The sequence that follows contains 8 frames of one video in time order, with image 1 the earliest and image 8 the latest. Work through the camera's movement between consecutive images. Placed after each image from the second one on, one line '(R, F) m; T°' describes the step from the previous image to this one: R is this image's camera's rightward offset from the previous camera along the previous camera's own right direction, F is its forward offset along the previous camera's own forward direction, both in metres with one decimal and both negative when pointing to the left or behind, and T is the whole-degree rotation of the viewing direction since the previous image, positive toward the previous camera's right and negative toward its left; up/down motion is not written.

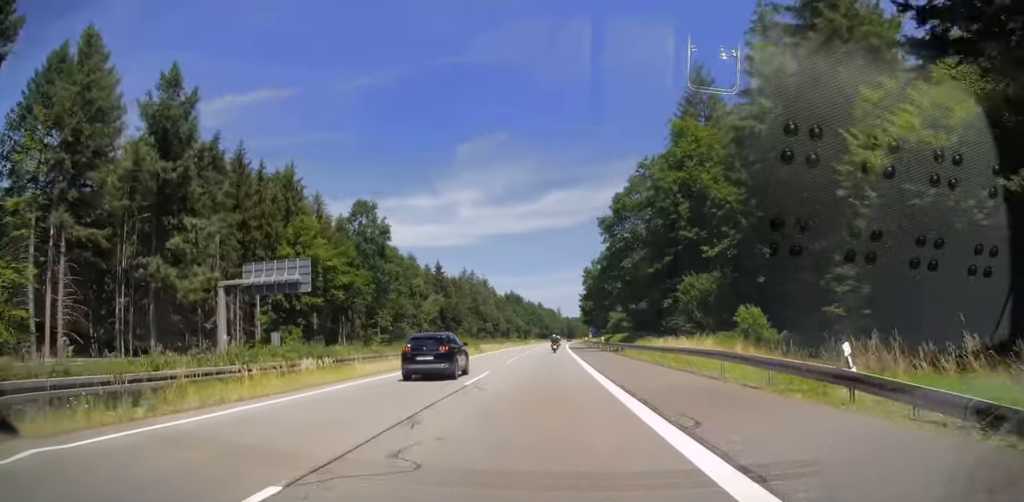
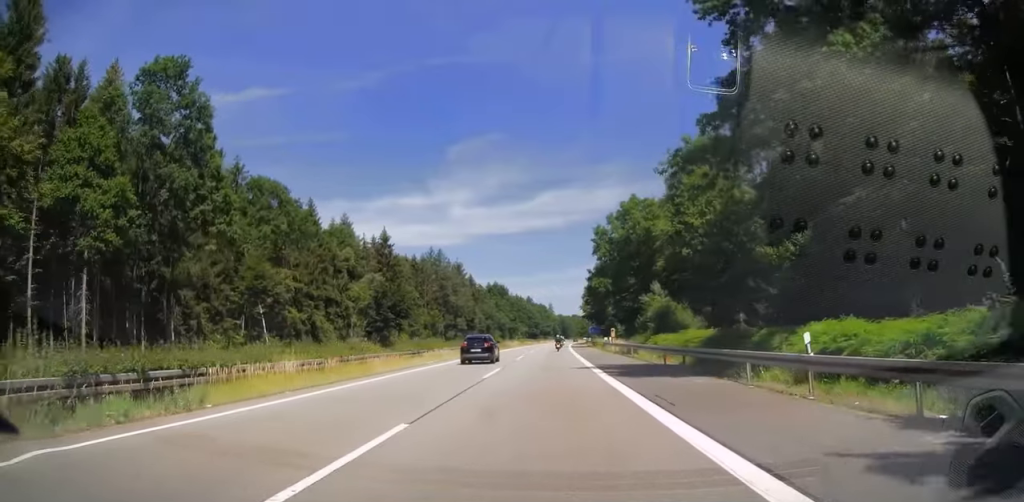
(+0.3, +49.8) m; 0°
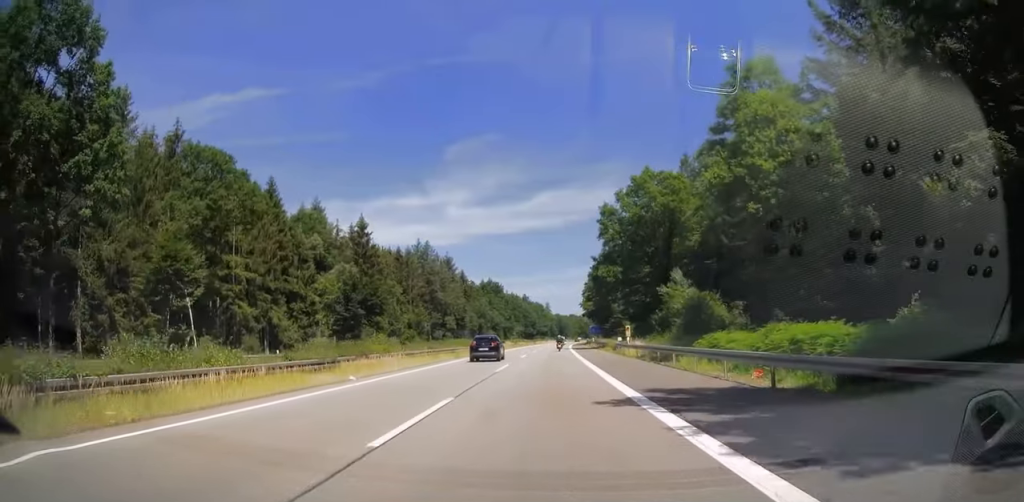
(-0.1, +13.9) m; 0°
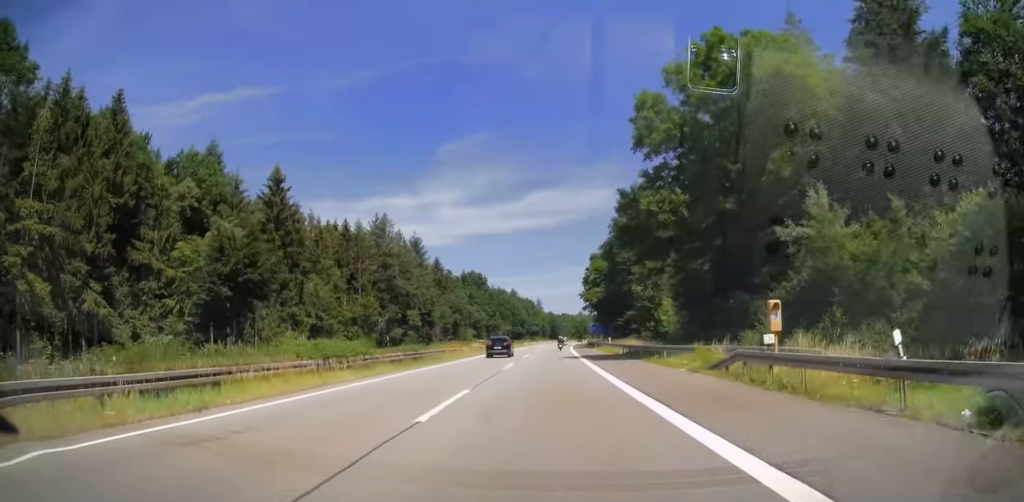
(+0.3, +33.8) m; +1°
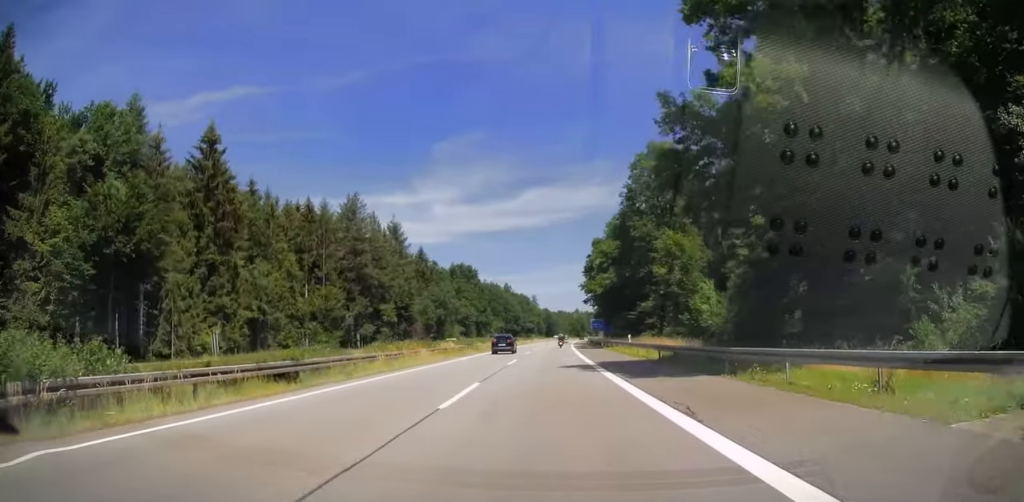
(+0.1, +16.4) m; 0°
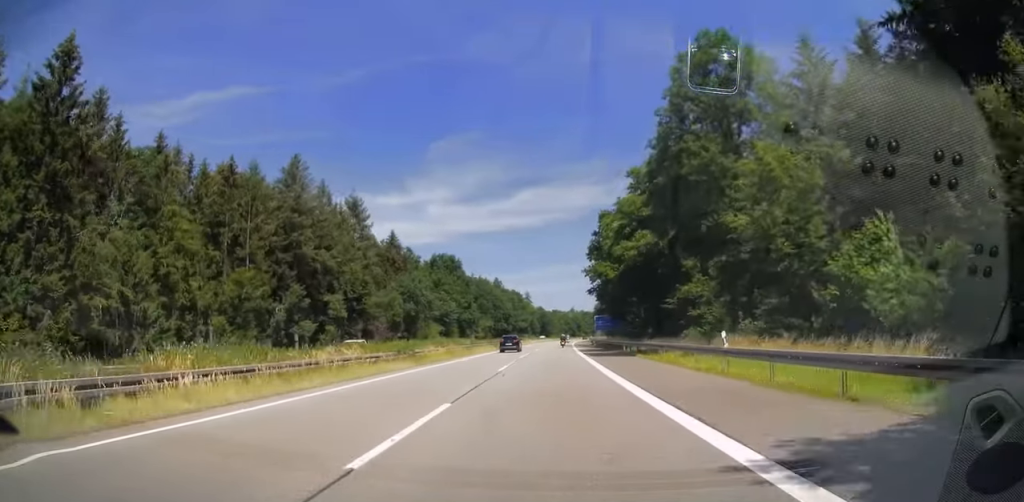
(+0.1, +23.9) m; 0°
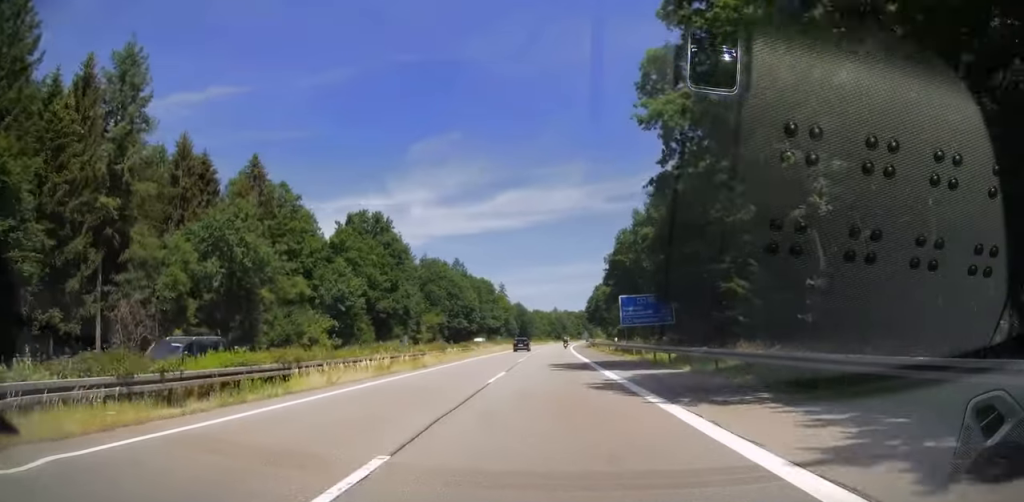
(+1.1, +59.7) m; +2°
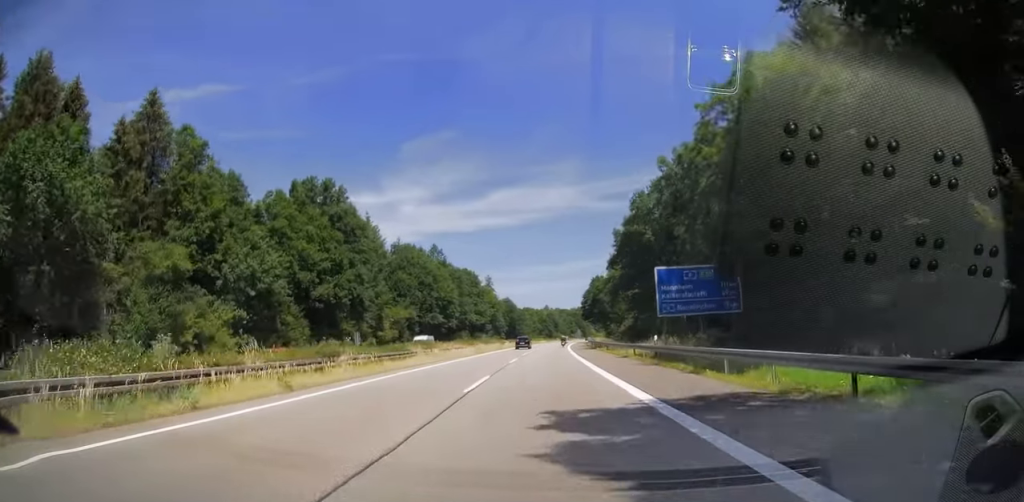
(+0.1, +21.6) m; +1°
